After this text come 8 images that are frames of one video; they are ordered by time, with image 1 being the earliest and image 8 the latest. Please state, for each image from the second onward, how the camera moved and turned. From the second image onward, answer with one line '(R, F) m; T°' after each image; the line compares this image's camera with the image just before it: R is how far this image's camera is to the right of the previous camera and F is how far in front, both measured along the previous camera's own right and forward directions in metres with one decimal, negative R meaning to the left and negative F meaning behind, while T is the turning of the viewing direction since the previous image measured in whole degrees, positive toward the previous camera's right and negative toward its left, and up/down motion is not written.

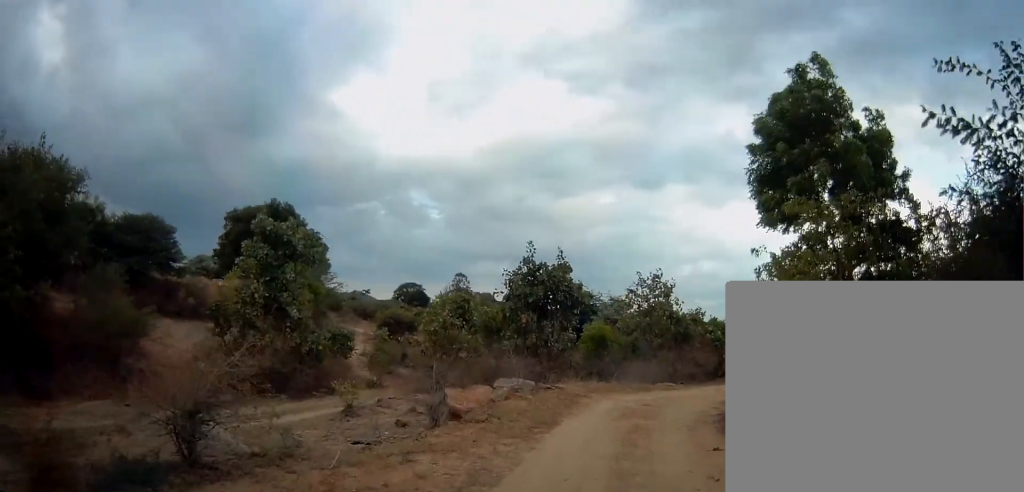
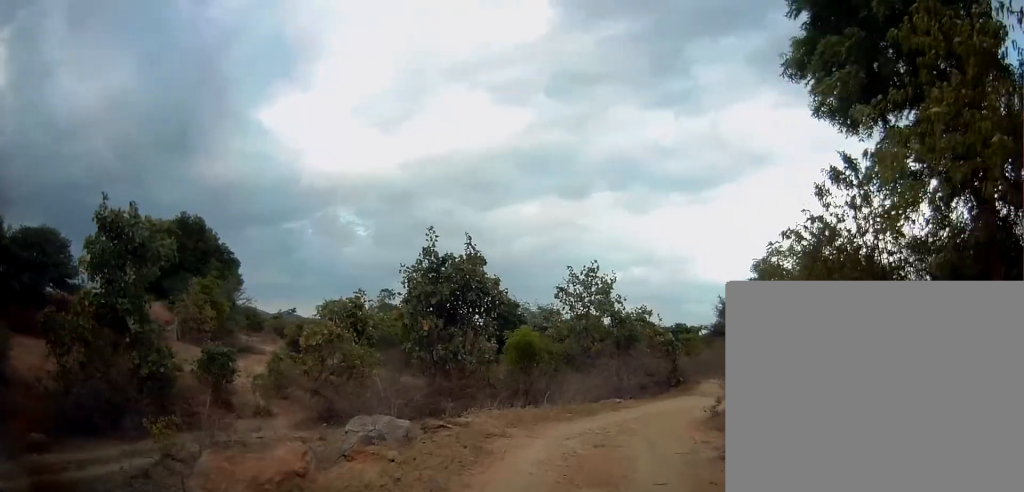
(+0.3, +4.7) m; +5°
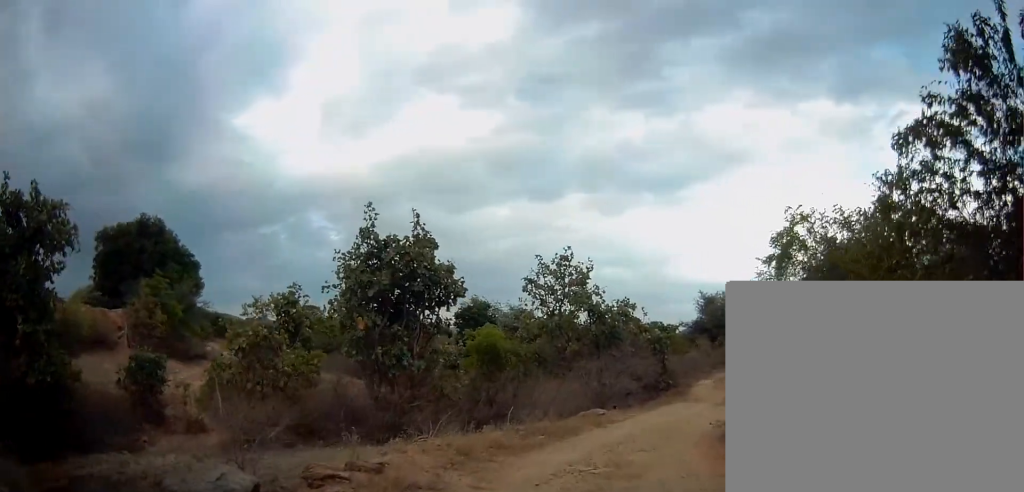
(0.0, +3.2) m; 0°
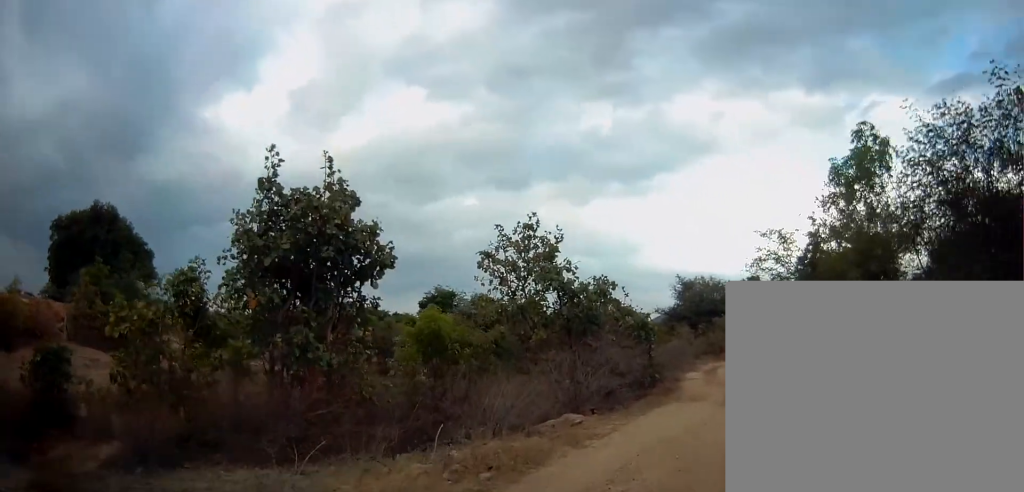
(0.0, +3.7) m; +4°
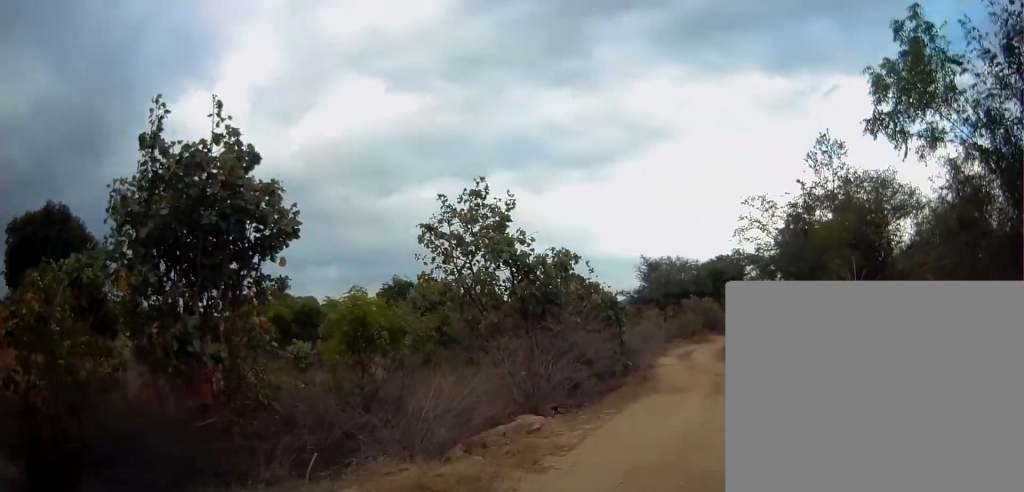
(+0.2, +2.6) m; +6°
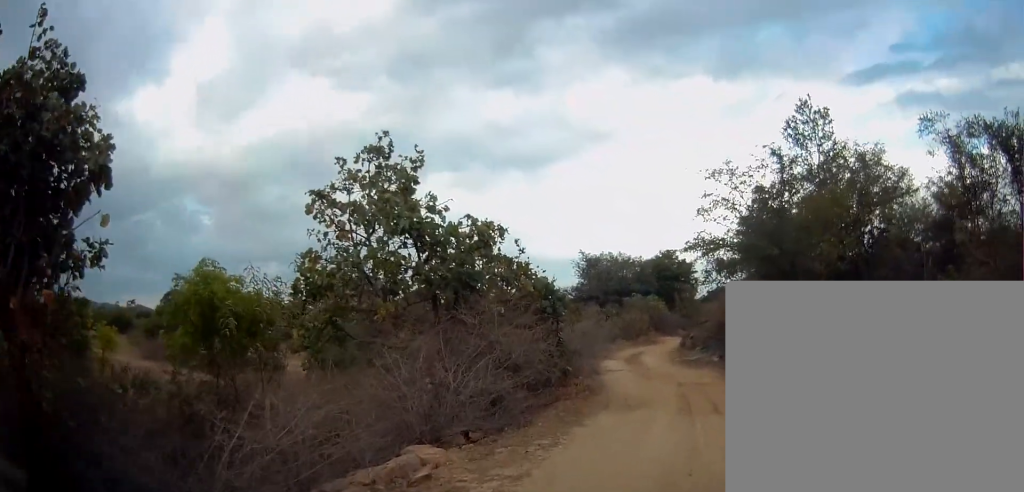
(+0.2, +3.3) m; +11°
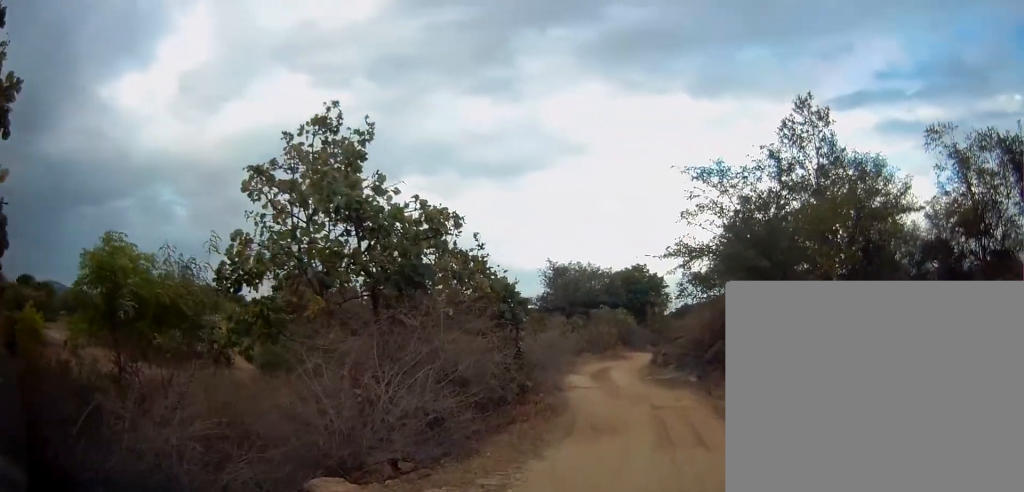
(0.0, +1.6) m; +6°
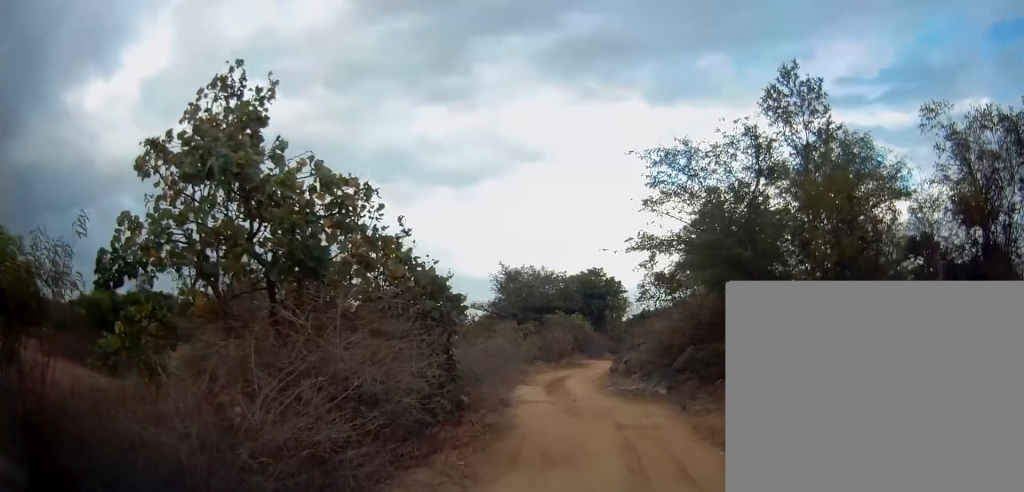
(+0.2, +1.9) m; +5°
